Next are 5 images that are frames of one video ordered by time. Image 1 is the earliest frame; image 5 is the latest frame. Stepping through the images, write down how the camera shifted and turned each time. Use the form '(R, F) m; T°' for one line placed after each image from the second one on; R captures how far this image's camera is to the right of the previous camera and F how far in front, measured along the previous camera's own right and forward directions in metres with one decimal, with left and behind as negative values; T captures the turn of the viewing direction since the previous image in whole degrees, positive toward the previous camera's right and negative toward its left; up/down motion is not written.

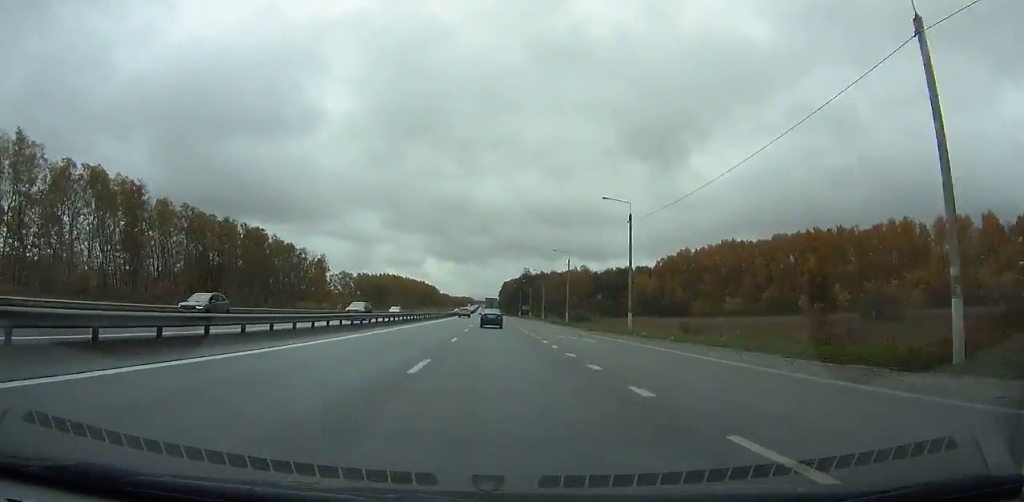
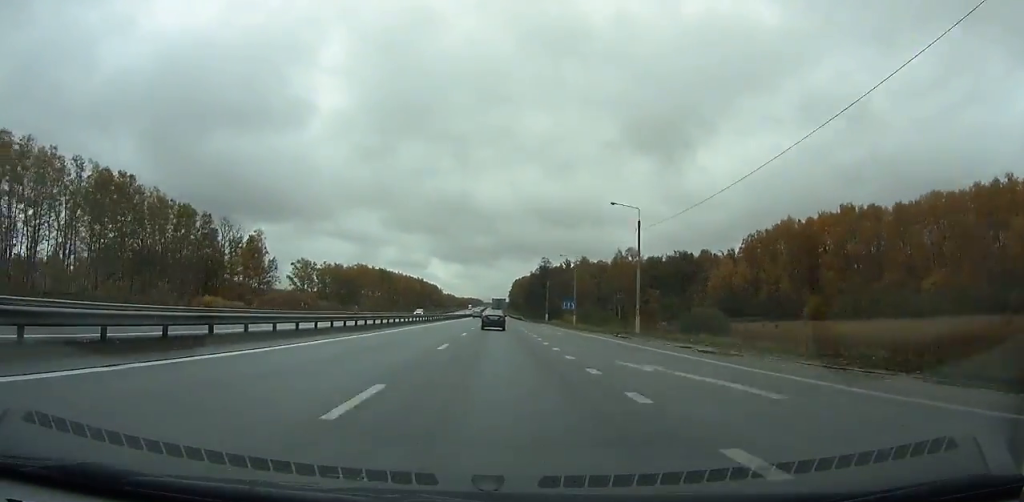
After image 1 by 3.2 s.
(+0.1, +76.9) m; 0°
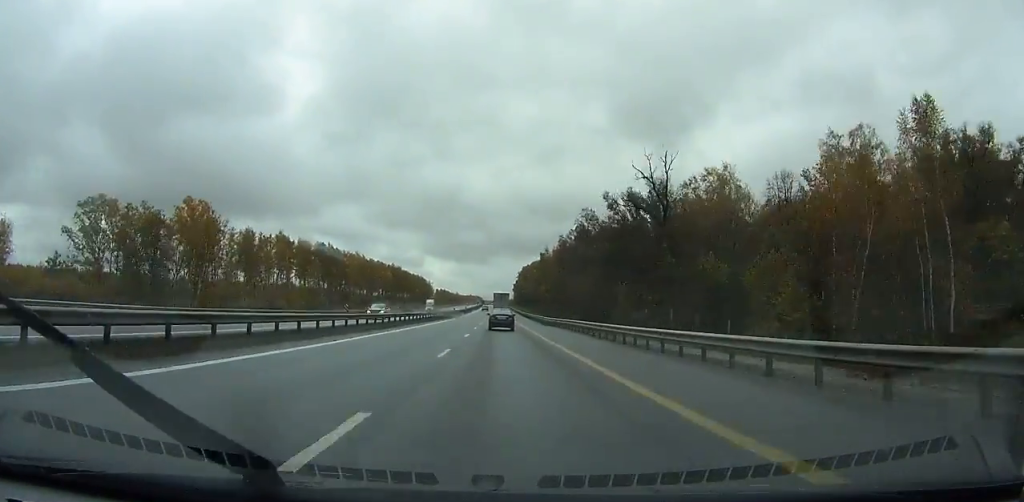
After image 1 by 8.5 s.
(-0.2, +125.0) m; 0°
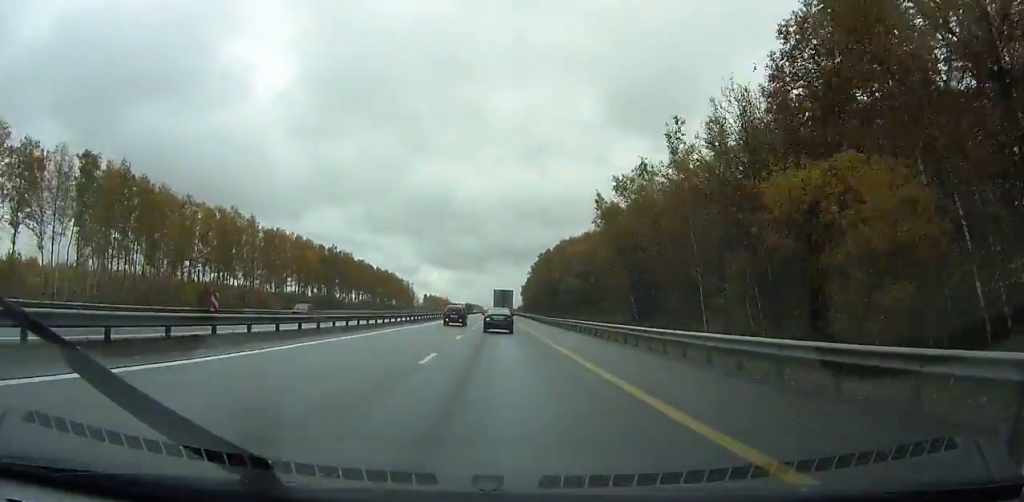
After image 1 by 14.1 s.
(-0.6, +135.2) m; -1°
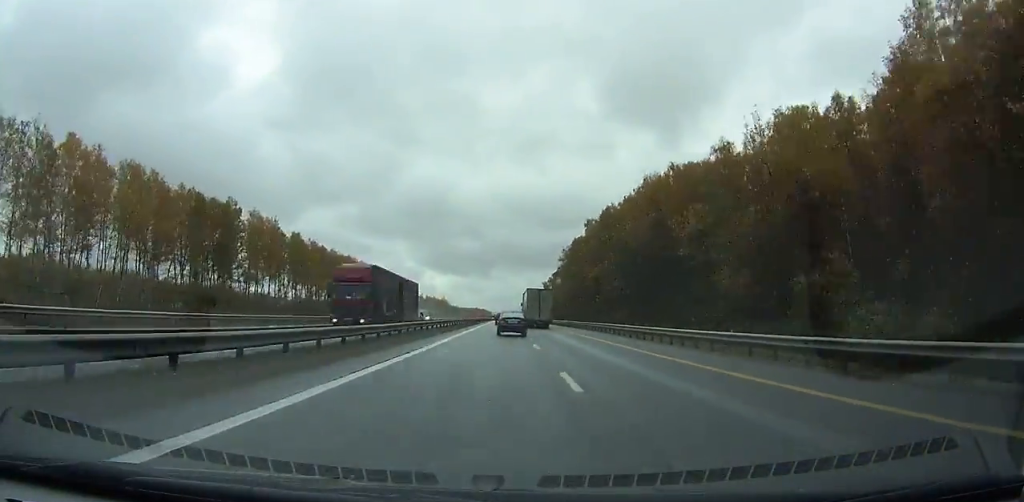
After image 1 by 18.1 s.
(-0.9, +100.7) m; 0°
